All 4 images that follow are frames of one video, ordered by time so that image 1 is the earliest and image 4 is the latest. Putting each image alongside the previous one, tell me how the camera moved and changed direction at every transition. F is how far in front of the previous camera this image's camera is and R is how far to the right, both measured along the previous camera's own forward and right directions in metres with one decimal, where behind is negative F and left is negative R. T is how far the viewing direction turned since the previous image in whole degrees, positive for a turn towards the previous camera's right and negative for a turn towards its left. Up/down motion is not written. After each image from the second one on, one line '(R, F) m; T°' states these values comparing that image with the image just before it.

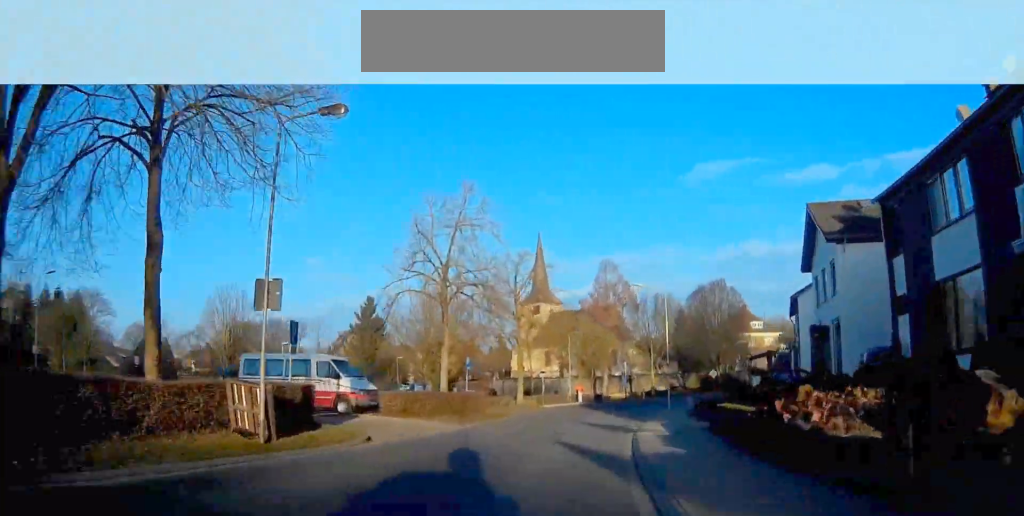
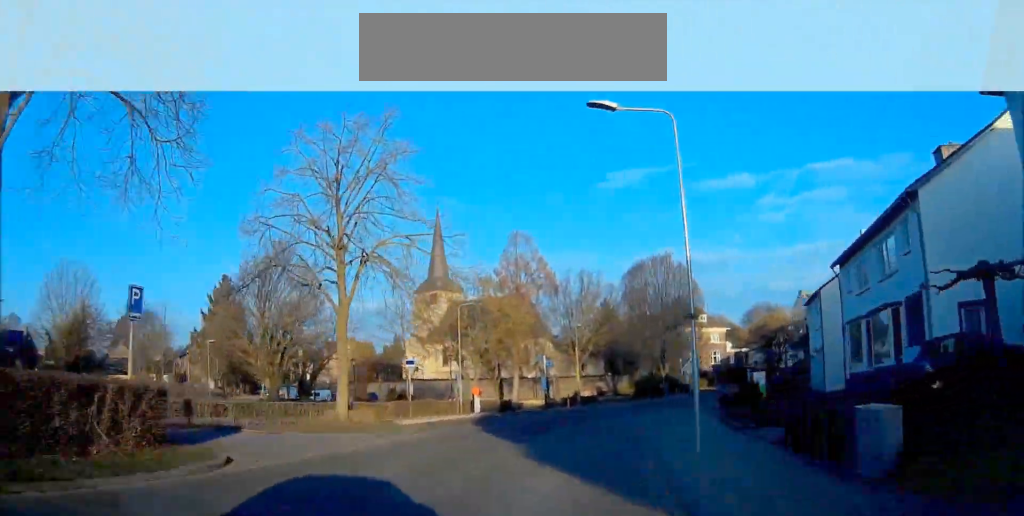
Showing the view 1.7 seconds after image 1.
(+1.1, +24.0) m; +6°
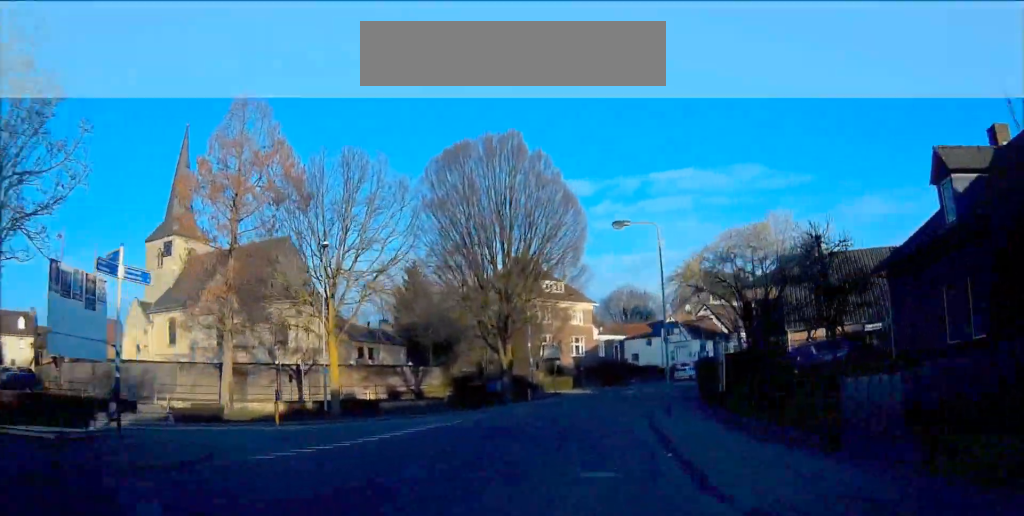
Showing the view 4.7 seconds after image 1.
(+3.8, +41.2) m; +13°
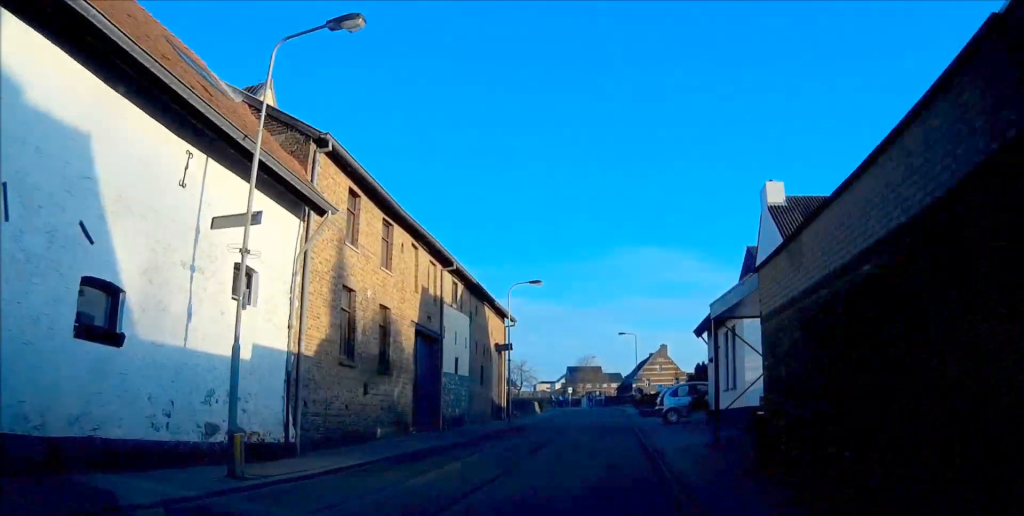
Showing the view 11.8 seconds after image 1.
(+37.4, +90.2) m; +41°
